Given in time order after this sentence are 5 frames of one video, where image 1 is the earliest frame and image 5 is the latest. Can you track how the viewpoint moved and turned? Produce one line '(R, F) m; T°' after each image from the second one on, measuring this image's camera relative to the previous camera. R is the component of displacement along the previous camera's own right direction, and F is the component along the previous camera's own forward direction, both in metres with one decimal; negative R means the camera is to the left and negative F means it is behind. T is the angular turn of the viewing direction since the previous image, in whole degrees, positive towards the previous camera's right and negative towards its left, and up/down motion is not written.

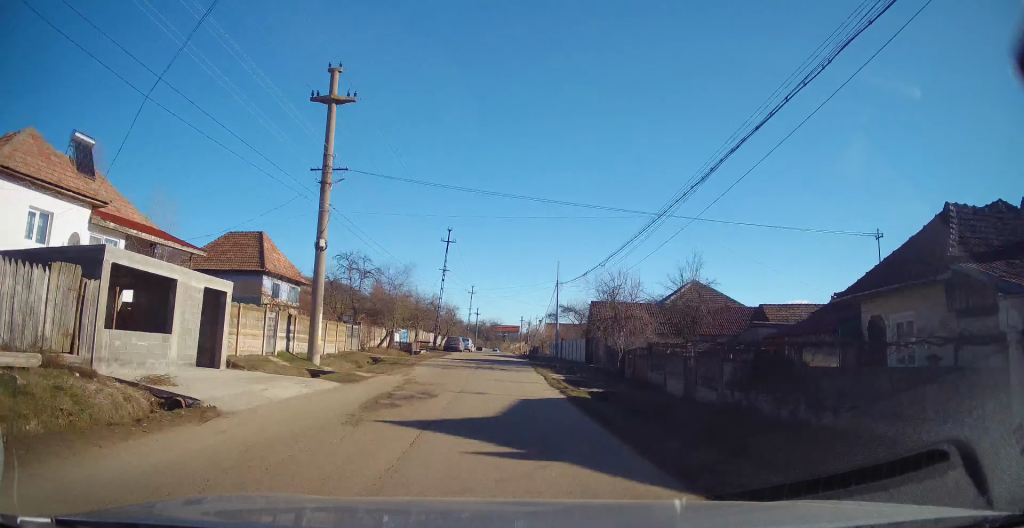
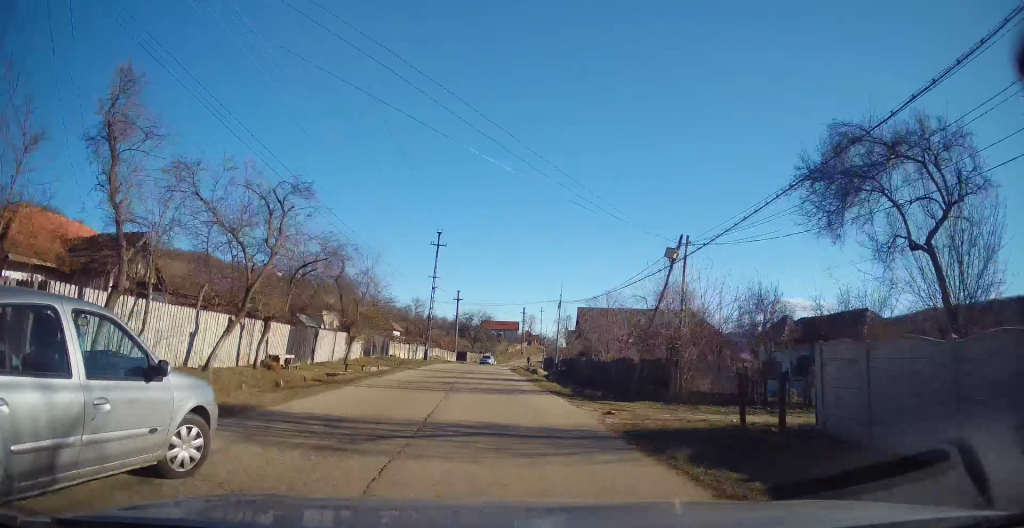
(+1.0, +53.3) m; +1°
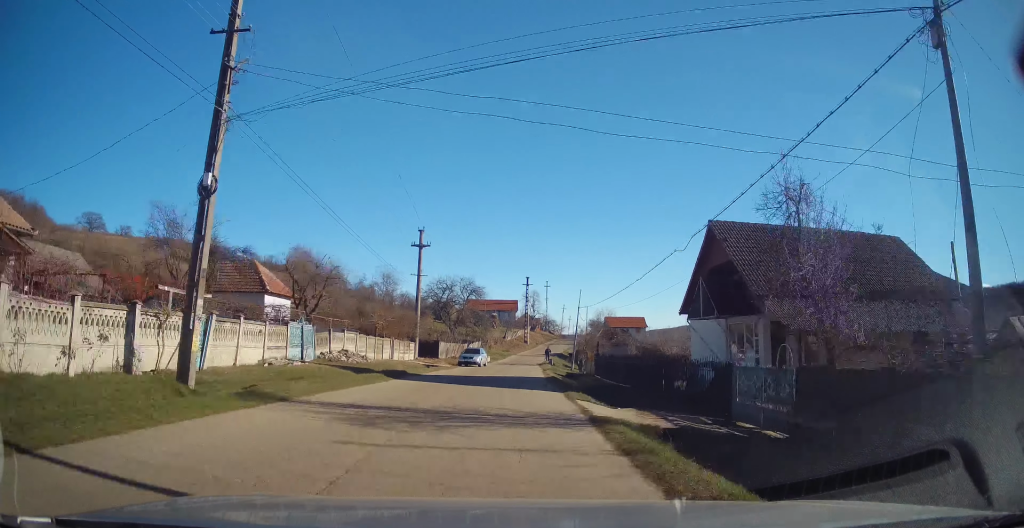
(+1.0, +41.3) m; +1°
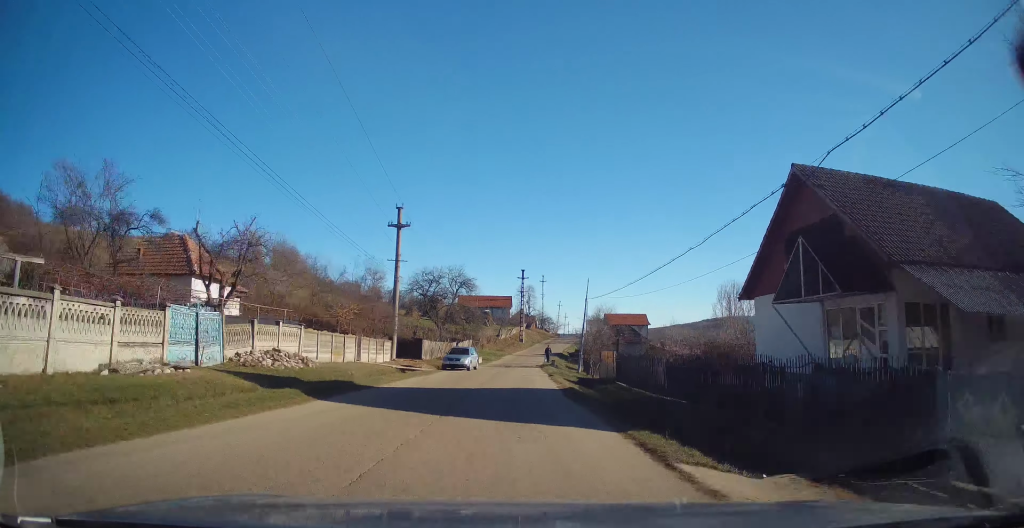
(-0.1, +8.0) m; 0°
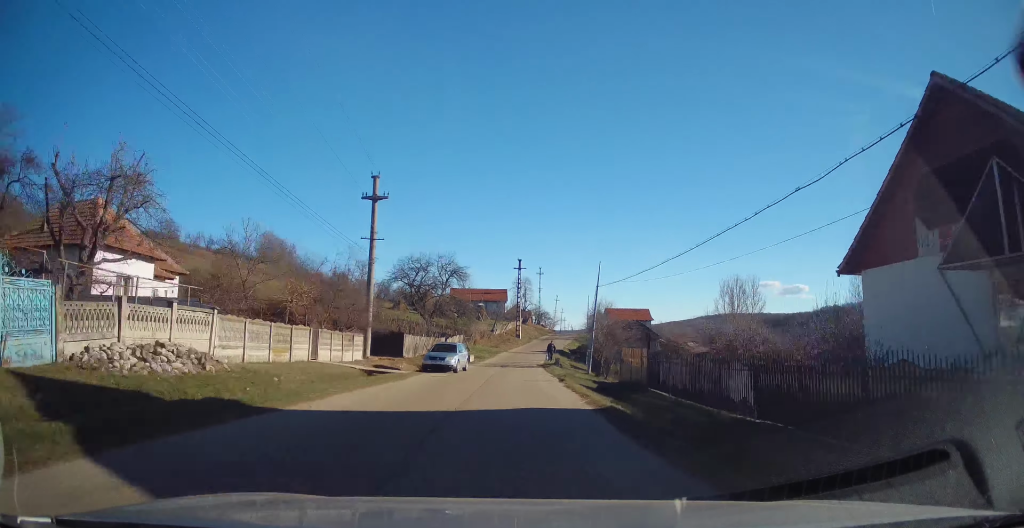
(-0.1, +7.0) m; 0°
